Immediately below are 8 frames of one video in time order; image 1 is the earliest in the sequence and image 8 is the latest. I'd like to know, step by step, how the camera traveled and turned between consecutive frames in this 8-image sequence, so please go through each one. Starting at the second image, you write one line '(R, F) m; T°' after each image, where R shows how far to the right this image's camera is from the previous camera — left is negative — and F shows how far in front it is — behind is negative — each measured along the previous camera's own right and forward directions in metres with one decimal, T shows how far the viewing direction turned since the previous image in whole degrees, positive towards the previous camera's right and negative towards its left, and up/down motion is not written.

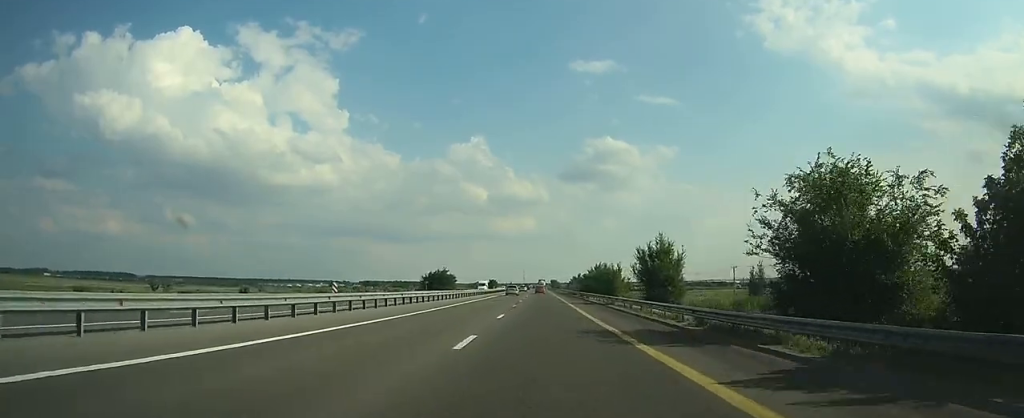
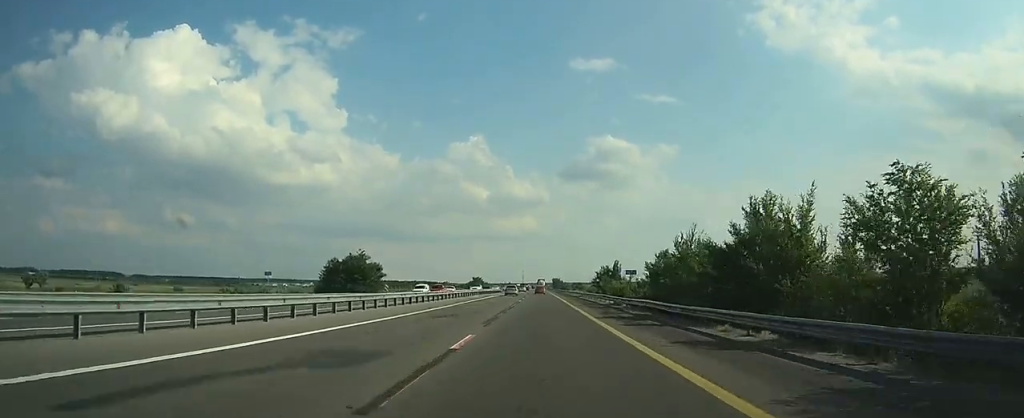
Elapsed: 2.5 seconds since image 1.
(0.0, +71.9) m; 0°
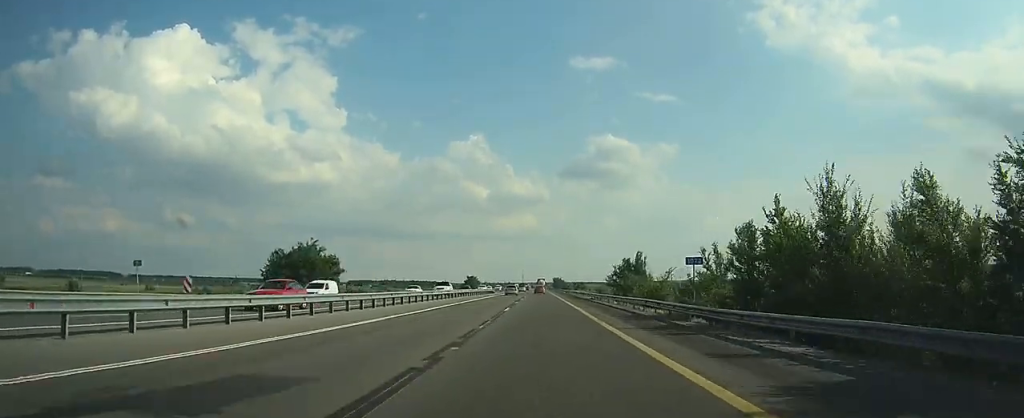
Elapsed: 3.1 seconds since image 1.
(0.0, +18.4) m; 0°
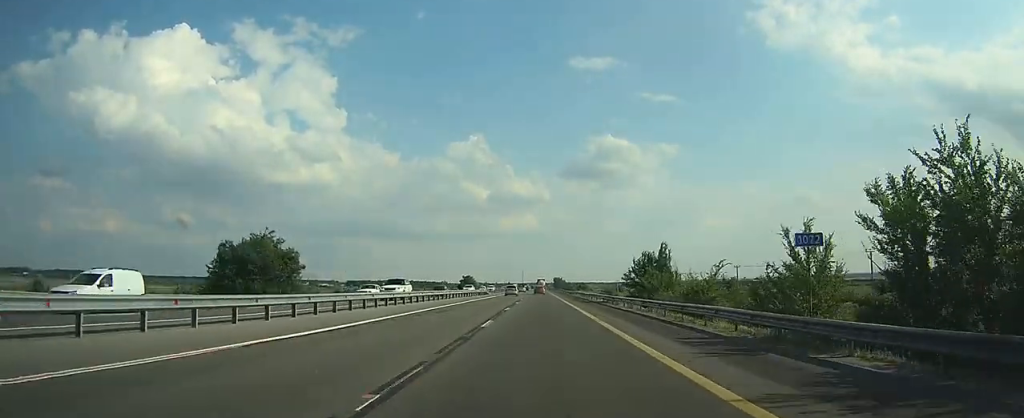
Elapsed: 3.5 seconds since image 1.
(0.0, +11.6) m; 0°
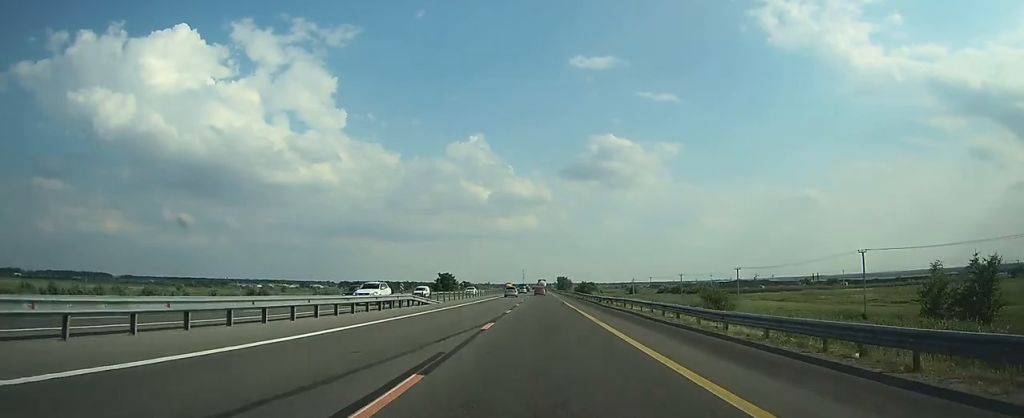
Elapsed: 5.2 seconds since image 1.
(0.0, +48.7) m; 0°
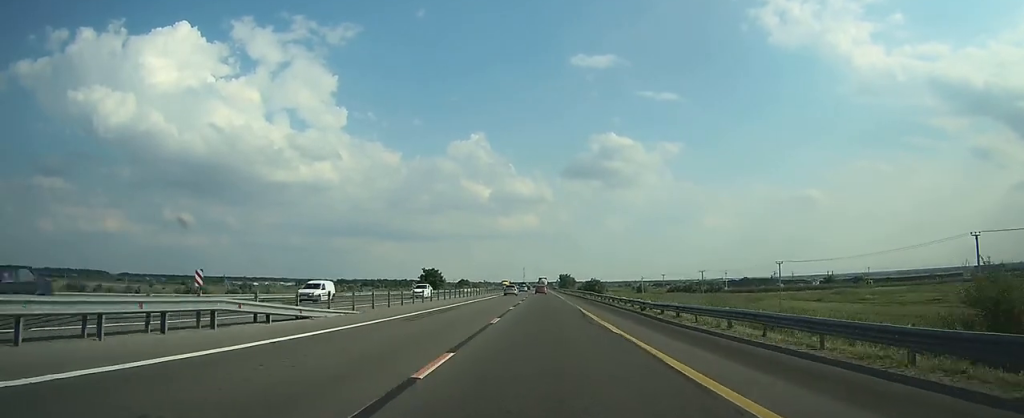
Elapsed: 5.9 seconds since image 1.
(0.0, +21.5) m; 0°
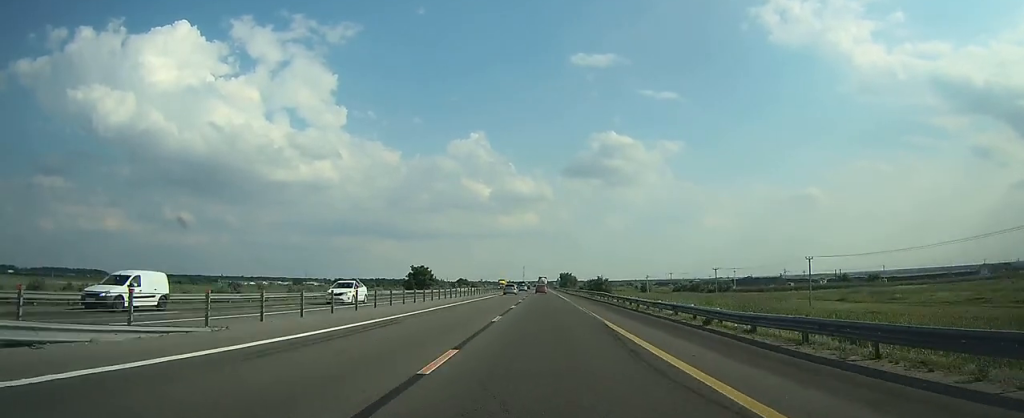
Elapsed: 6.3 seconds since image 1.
(0.0, +11.7) m; 0°
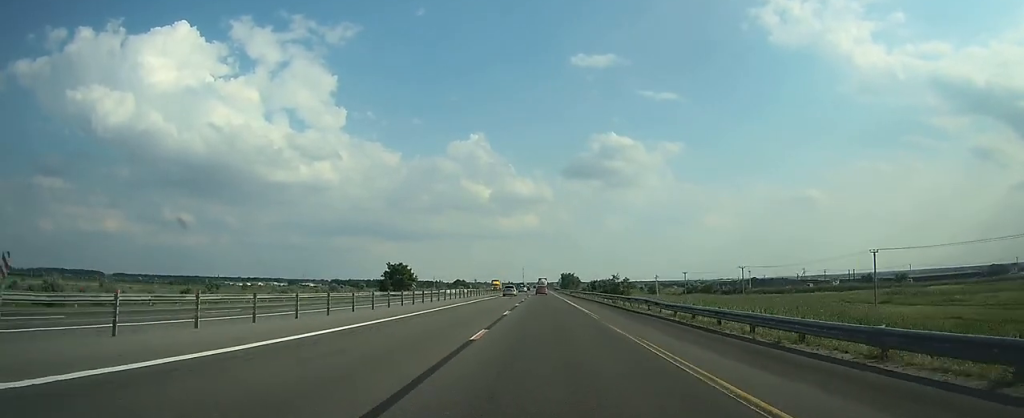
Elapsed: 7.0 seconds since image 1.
(0.0, +18.5) m; 0°
